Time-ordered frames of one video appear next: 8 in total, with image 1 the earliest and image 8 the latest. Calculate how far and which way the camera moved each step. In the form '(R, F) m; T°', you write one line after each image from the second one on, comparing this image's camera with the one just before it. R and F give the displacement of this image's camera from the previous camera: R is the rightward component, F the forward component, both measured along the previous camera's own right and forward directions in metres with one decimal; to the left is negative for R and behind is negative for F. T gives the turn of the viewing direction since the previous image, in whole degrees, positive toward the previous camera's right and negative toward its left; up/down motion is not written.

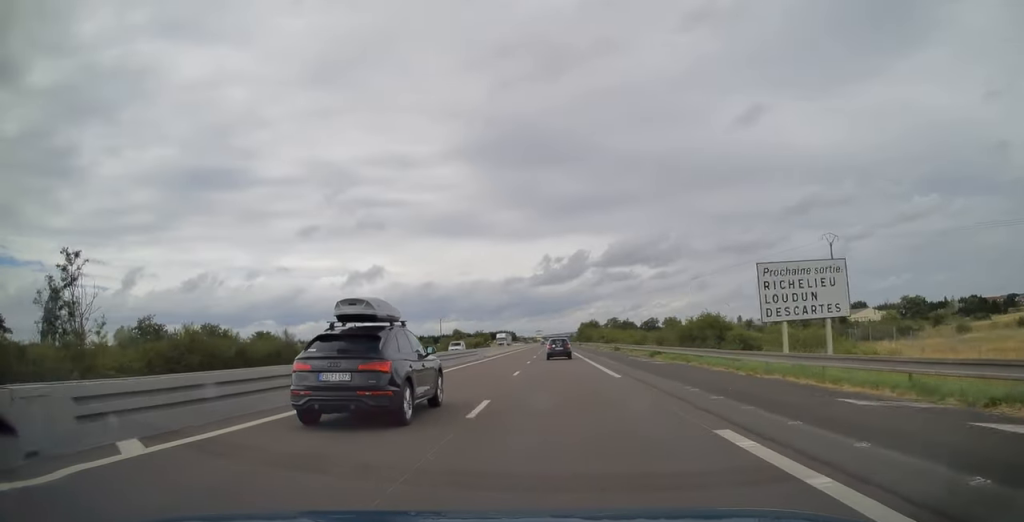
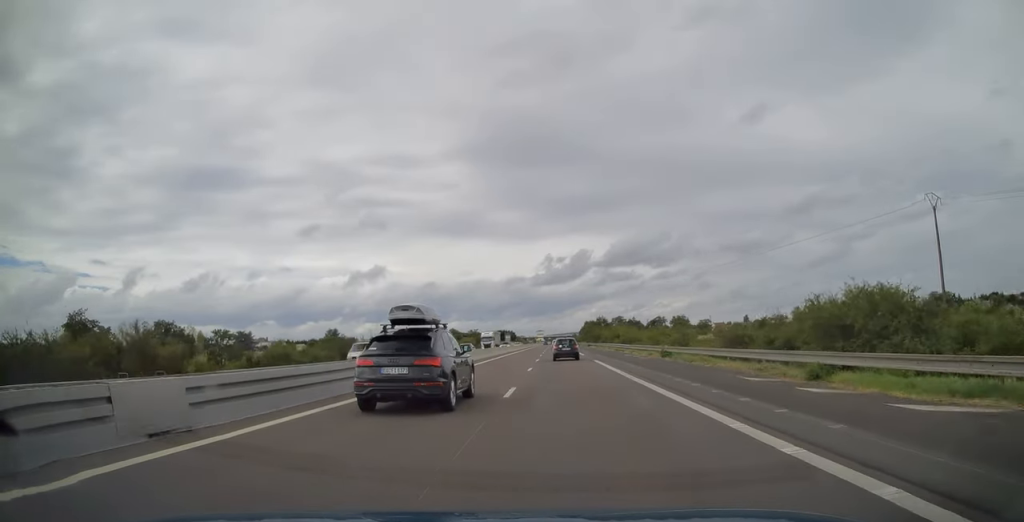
(0.0, +22.2) m; 0°
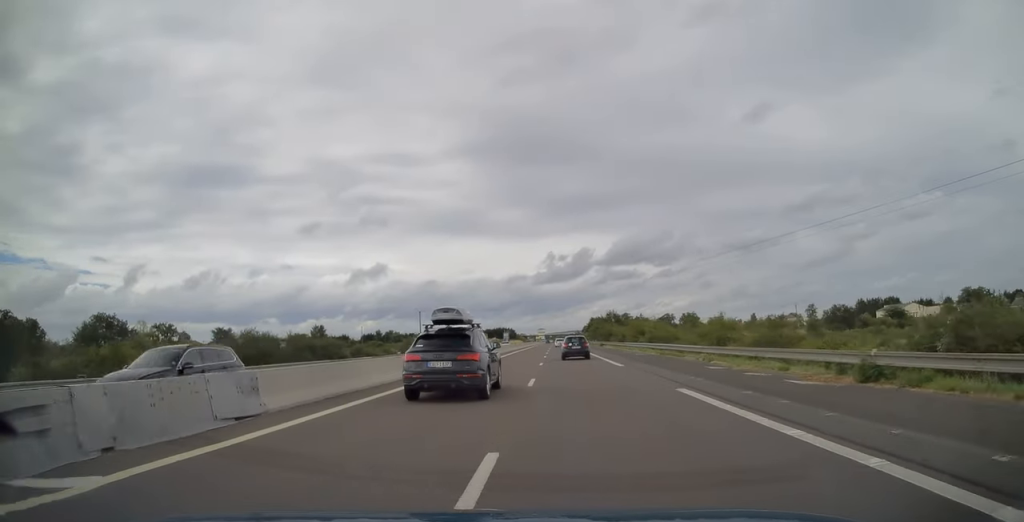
(0.0, +22.8) m; 0°
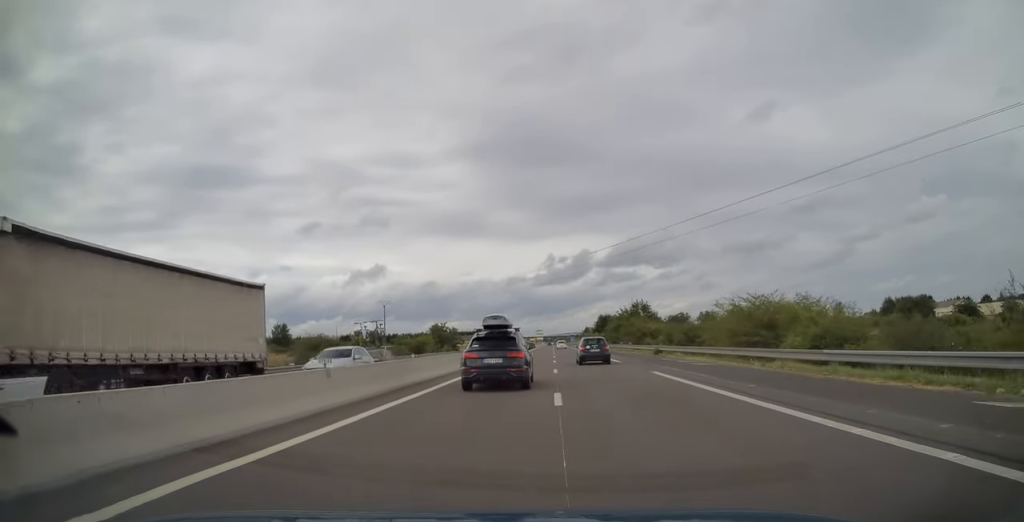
(-0.1, +43.4) m; 0°
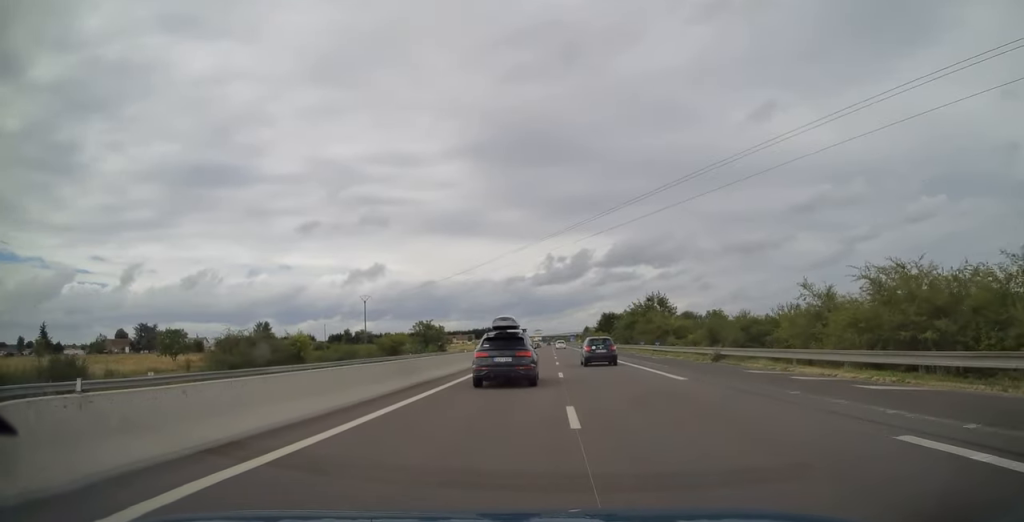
(0.0, +16.2) m; 0°
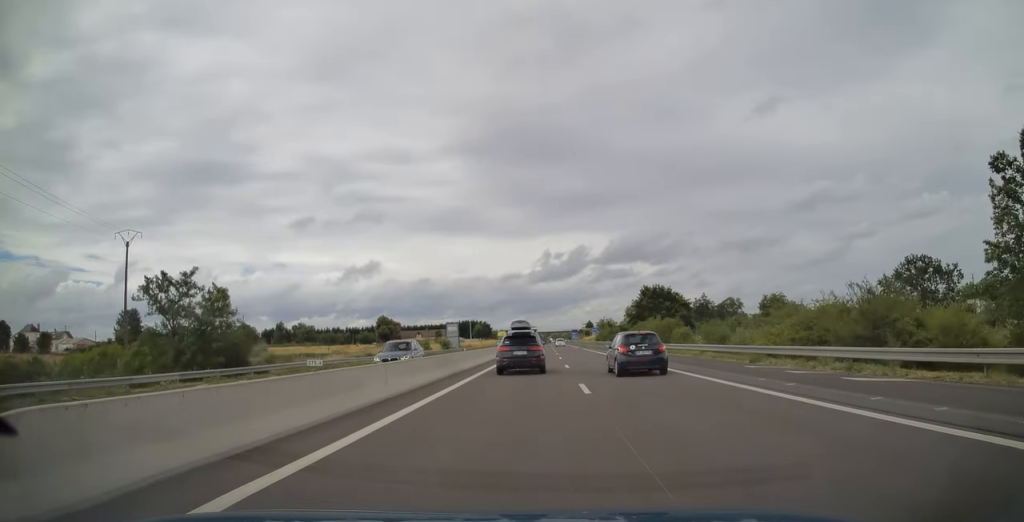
(+0.3, +85.3) m; 0°
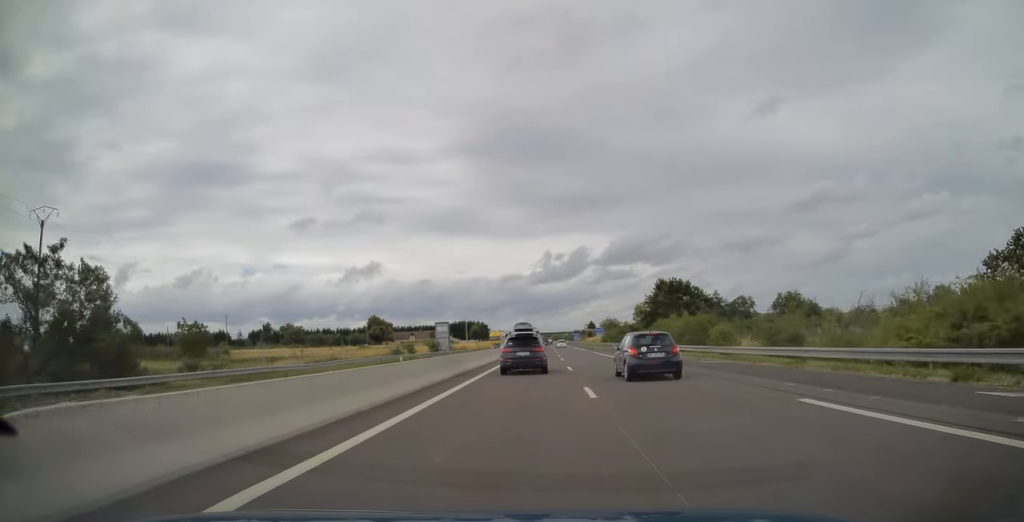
(0.0, +13.7) m; 0°
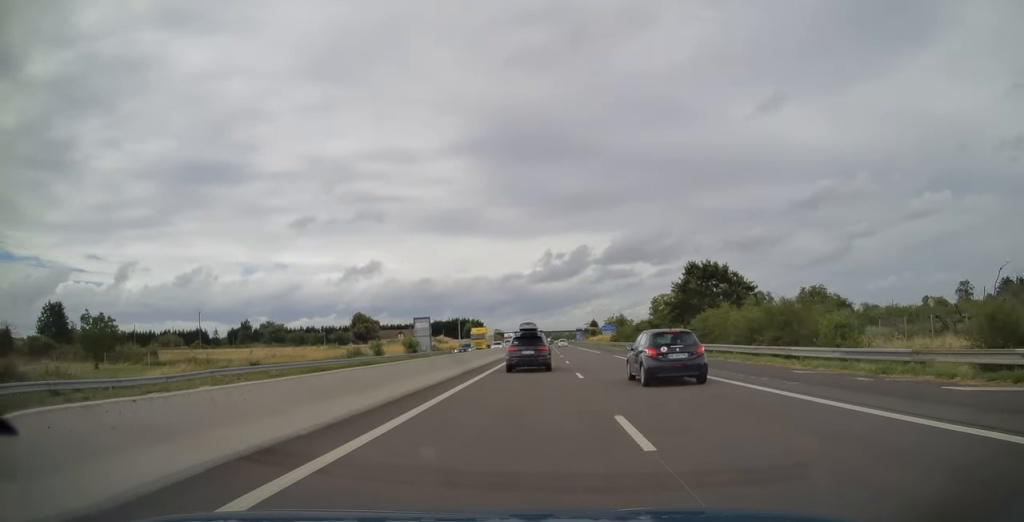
(+0.1, +19.5) m; 0°
